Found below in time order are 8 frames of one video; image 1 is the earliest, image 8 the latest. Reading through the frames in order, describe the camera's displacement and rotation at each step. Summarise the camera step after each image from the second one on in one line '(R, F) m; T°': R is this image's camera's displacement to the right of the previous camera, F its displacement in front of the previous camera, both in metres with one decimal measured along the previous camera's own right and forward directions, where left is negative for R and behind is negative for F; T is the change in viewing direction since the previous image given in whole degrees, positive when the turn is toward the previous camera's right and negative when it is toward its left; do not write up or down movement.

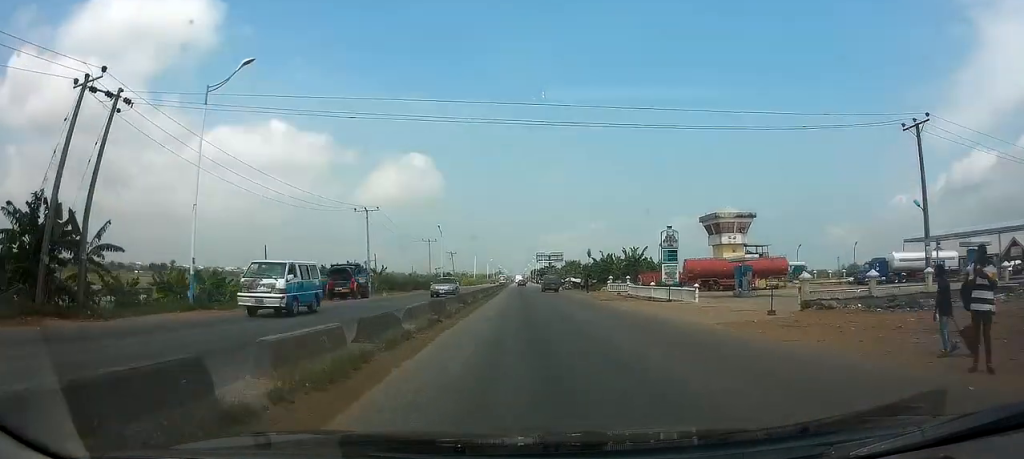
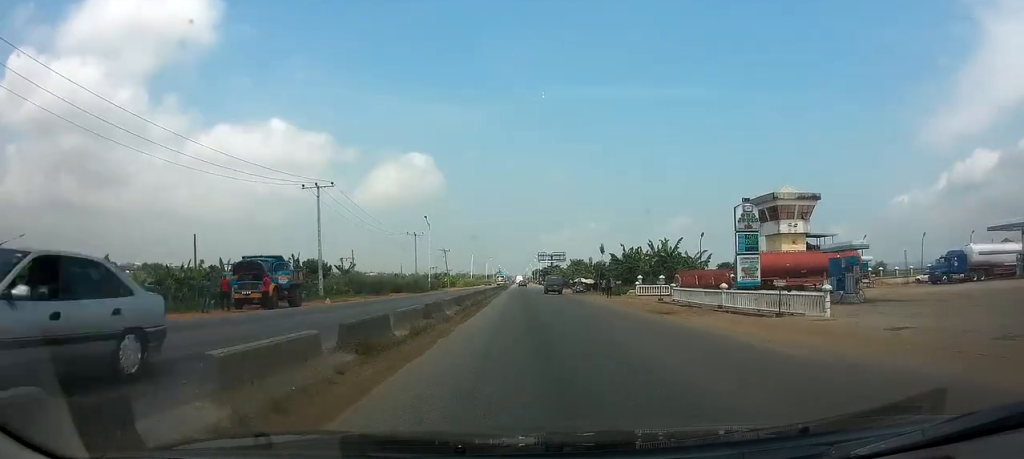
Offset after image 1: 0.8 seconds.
(0.0, +15.2) m; 0°
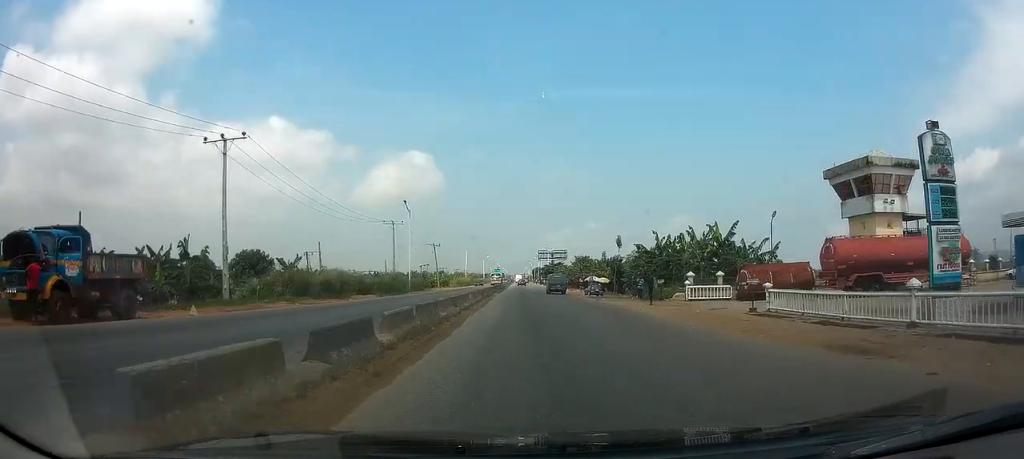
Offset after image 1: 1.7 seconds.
(0.0, +16.0) m; 0°
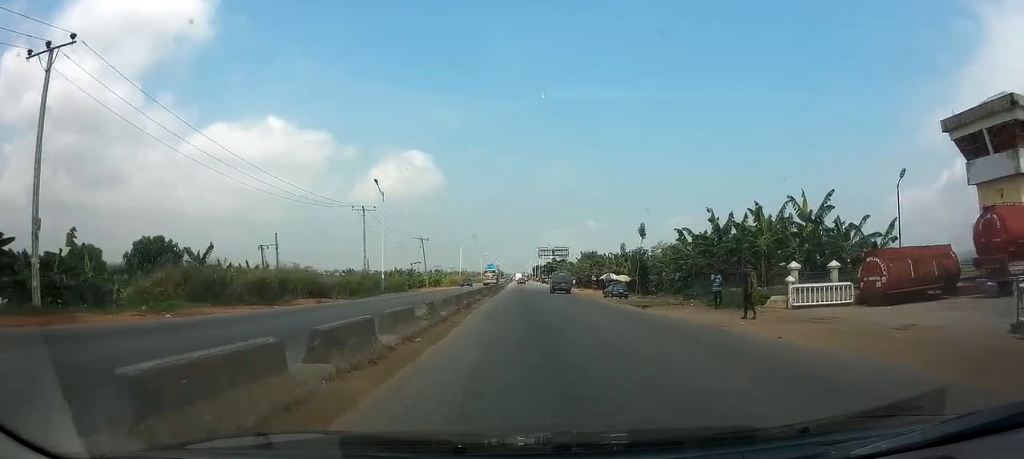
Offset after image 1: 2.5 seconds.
(0.0, +14.5) m; 0°
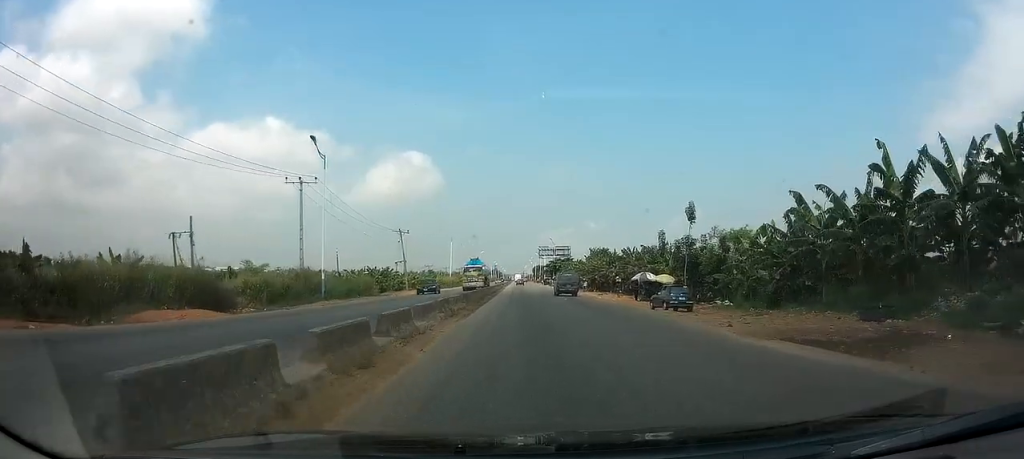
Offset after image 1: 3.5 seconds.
(0.0, +18.2) m; 0°
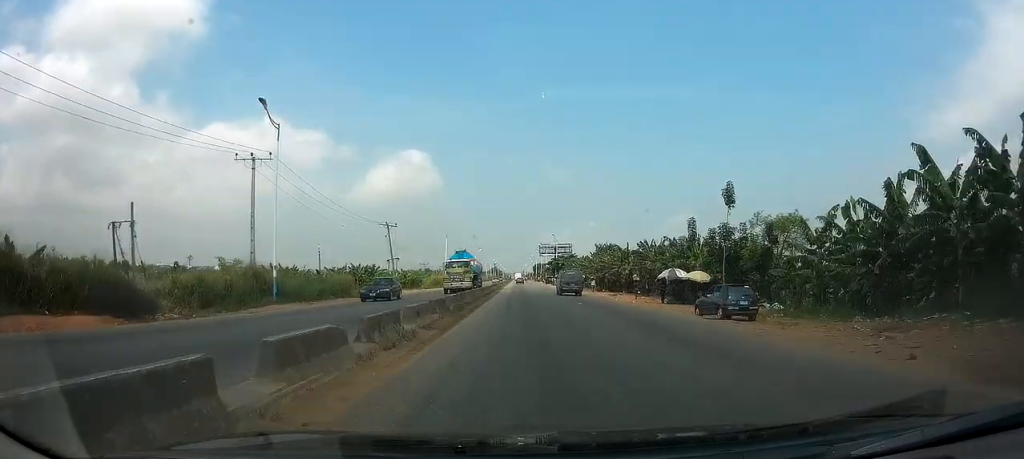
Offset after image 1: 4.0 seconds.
(0.0, +8.7) m; 0°
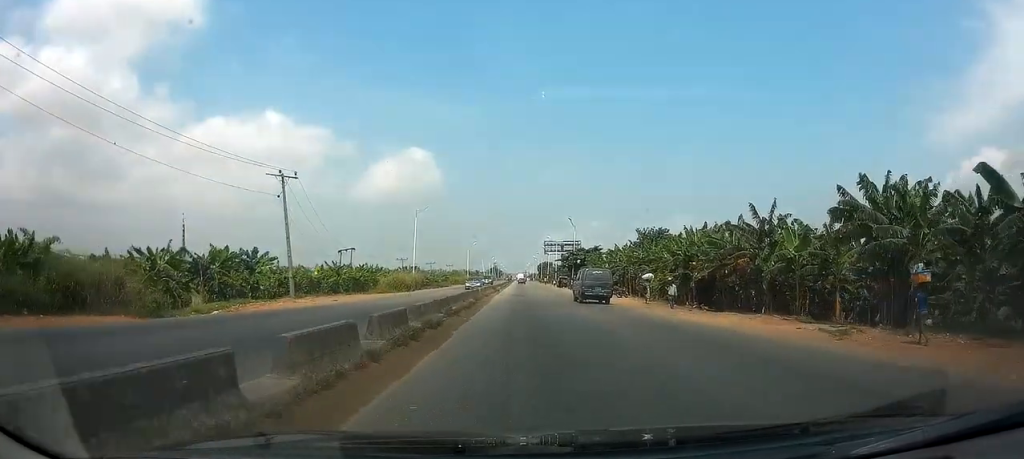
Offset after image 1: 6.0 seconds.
(+0.1, +36.1) m; 0°
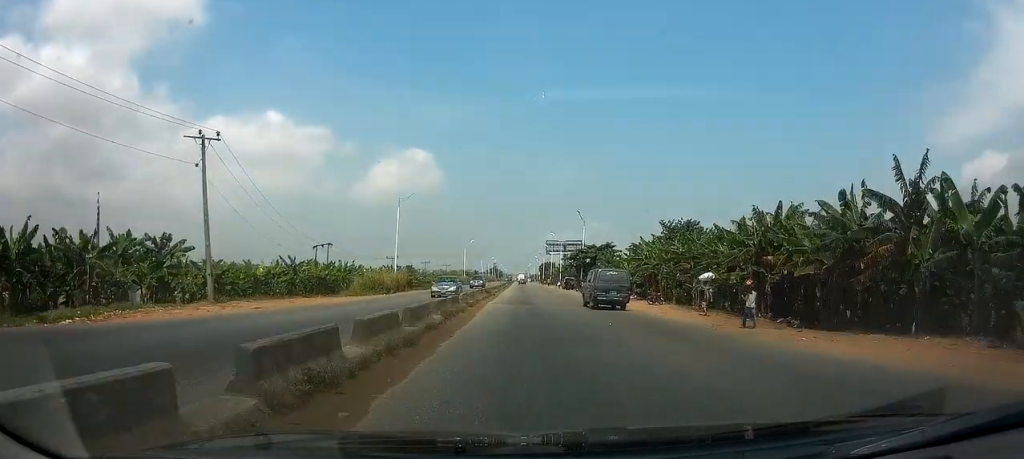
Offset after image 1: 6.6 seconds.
(0.0, +11.9) m; 0°
